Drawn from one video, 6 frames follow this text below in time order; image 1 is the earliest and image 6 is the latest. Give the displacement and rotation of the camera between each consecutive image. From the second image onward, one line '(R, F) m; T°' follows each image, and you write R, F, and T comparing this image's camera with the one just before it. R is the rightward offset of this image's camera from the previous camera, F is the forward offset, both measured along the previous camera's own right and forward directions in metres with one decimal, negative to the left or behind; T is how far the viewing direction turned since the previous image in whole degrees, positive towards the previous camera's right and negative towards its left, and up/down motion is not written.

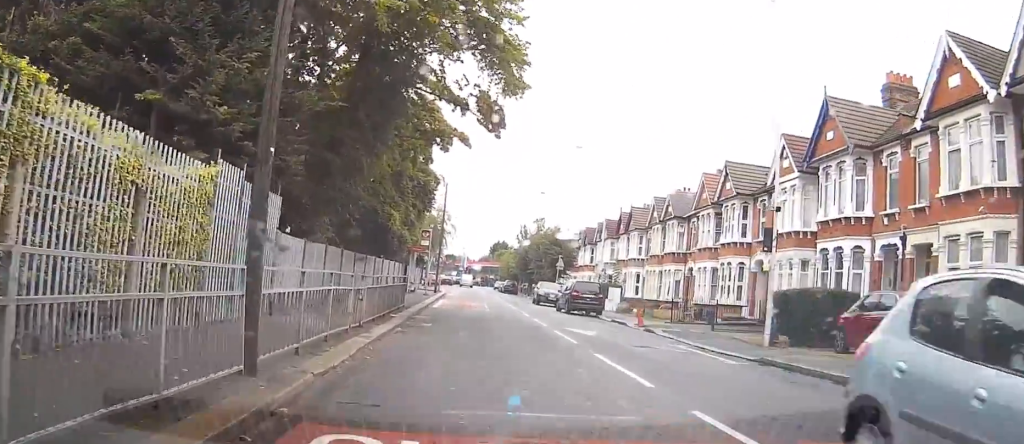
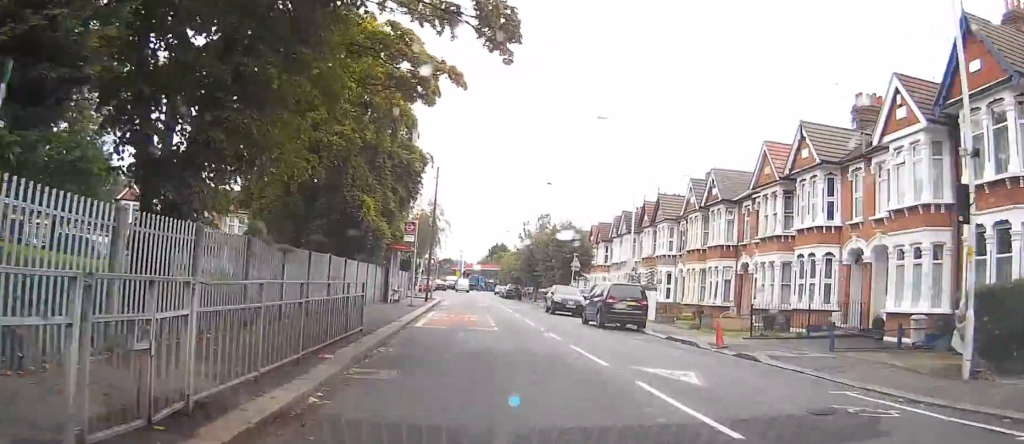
(0.0, +9.6) m; 0°
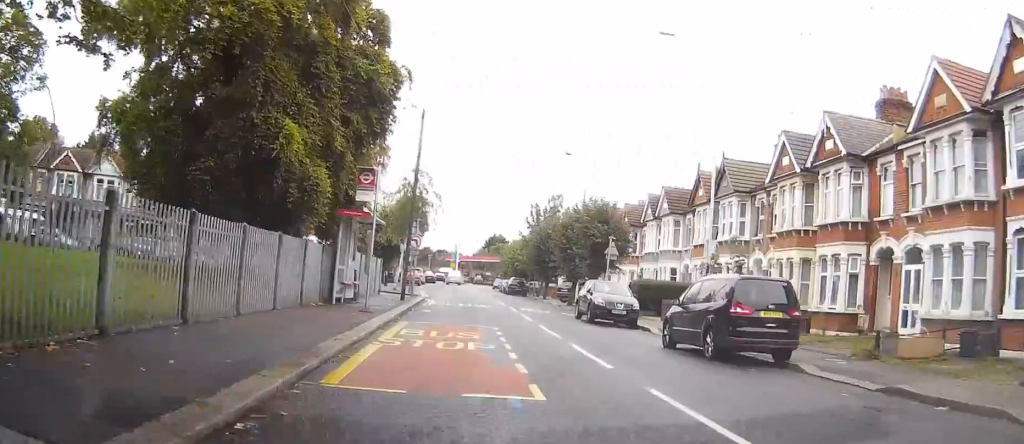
(0.0, +13.4) m; 0°
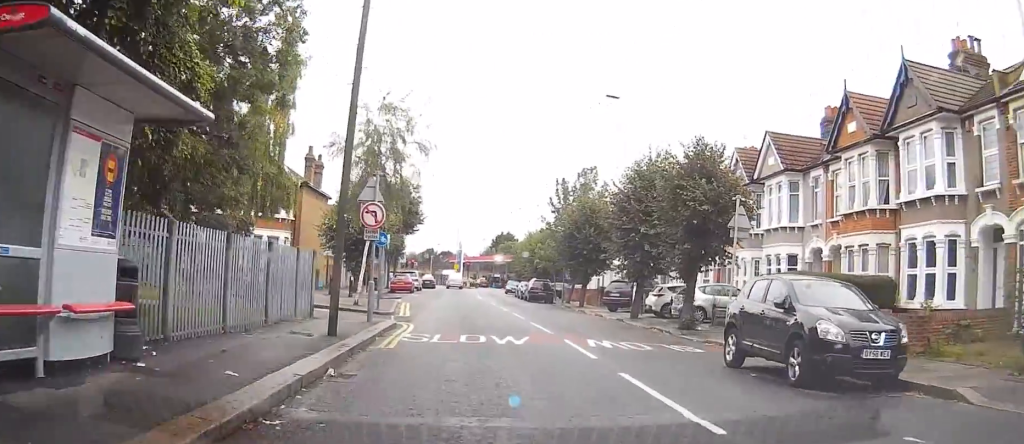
(-0.2, +16.5) m; -1°
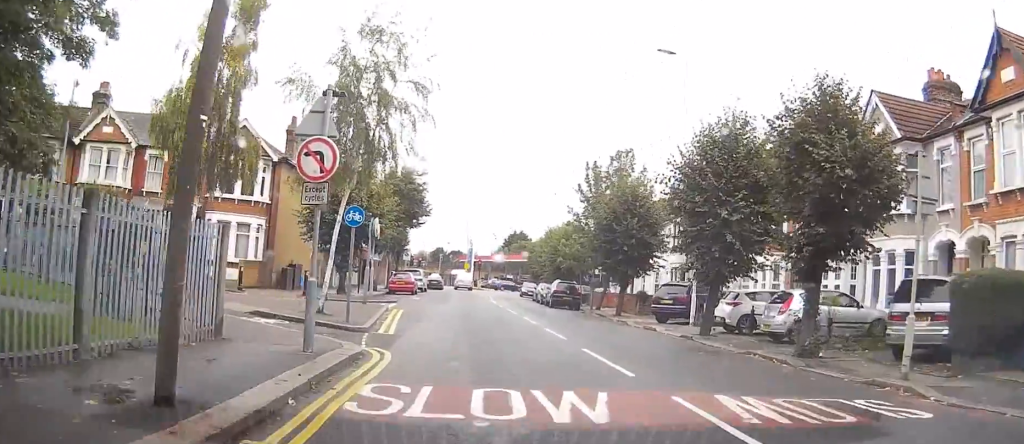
(0.0, +8.0) m; 0°
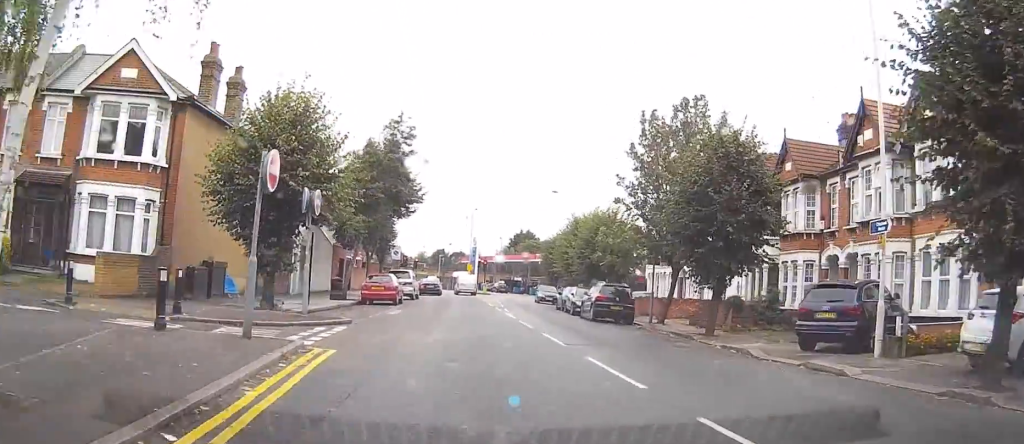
(-0.1, +13.8) m; -1°
